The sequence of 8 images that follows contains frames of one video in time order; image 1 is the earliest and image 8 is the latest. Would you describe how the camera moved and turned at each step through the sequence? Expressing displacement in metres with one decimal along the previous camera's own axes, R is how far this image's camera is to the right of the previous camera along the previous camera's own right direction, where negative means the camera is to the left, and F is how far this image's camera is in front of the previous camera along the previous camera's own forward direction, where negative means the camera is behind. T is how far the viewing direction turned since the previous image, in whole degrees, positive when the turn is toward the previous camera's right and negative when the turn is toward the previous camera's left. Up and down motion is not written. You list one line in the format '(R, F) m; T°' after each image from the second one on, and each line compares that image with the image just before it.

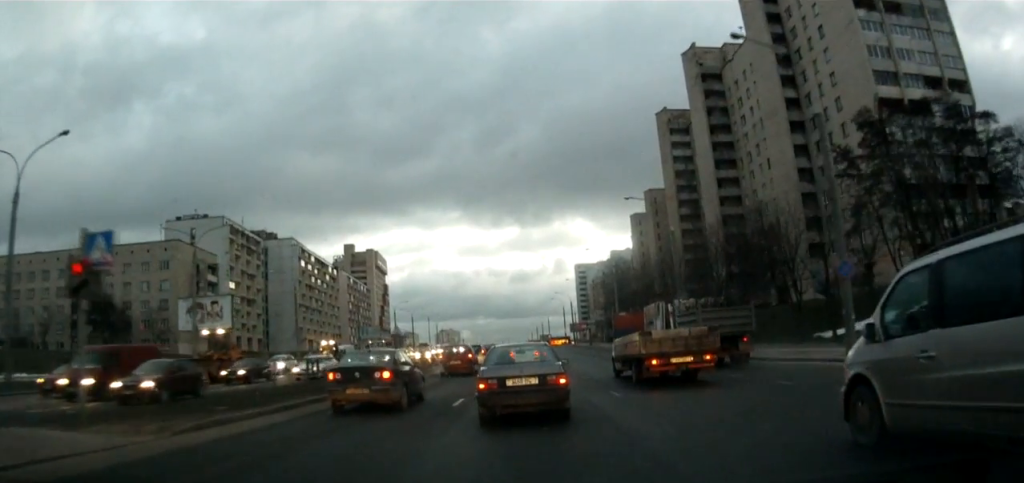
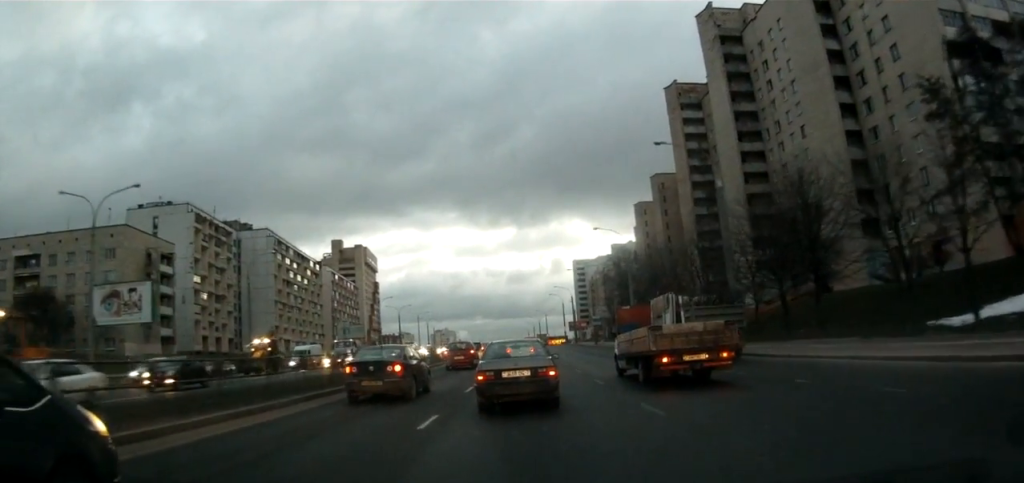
(-0.5, +12.4) m; -3°
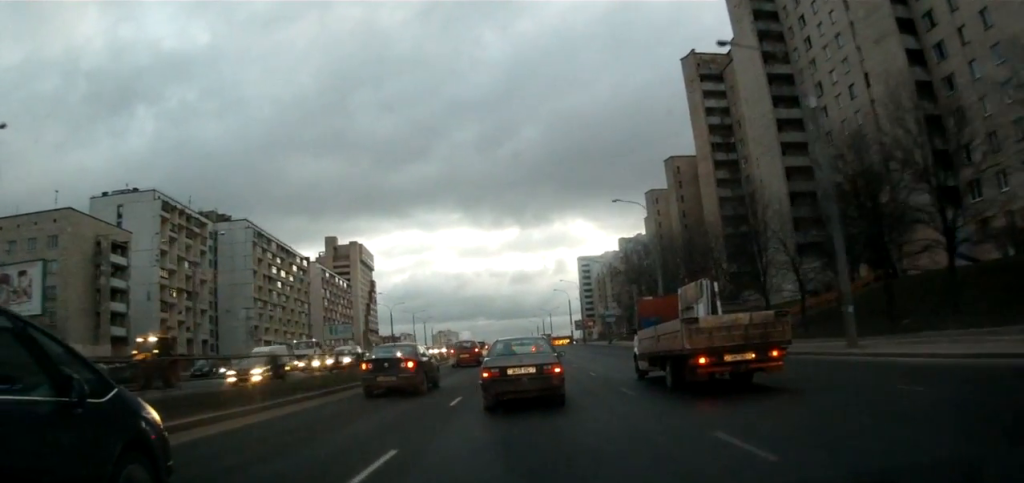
(+0.1, +11.6) m; +3°
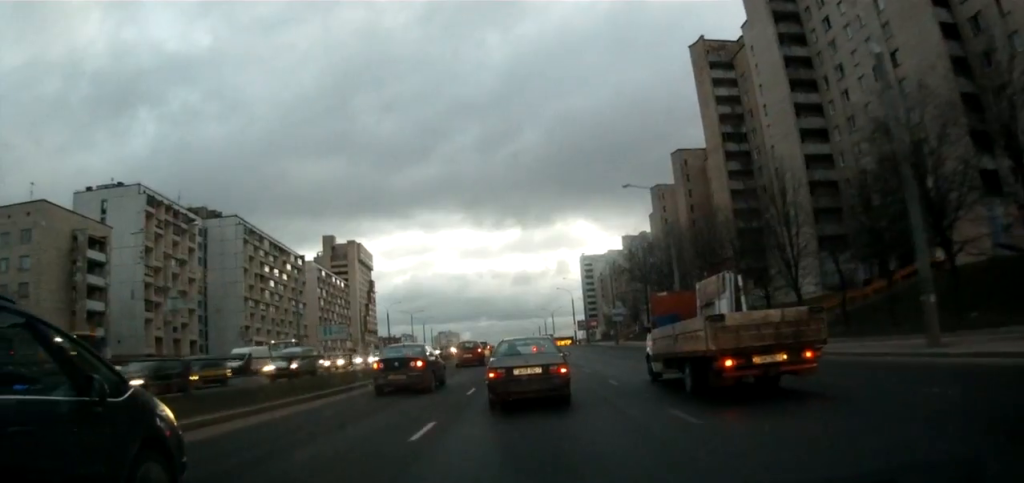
(+0.1, +4.8) m; 0°
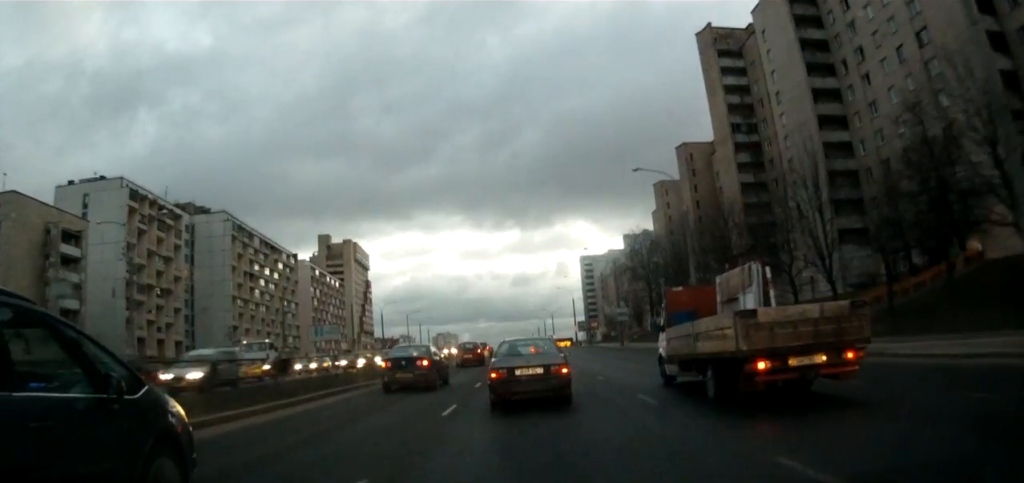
(0.0, +5.0) m; -1°
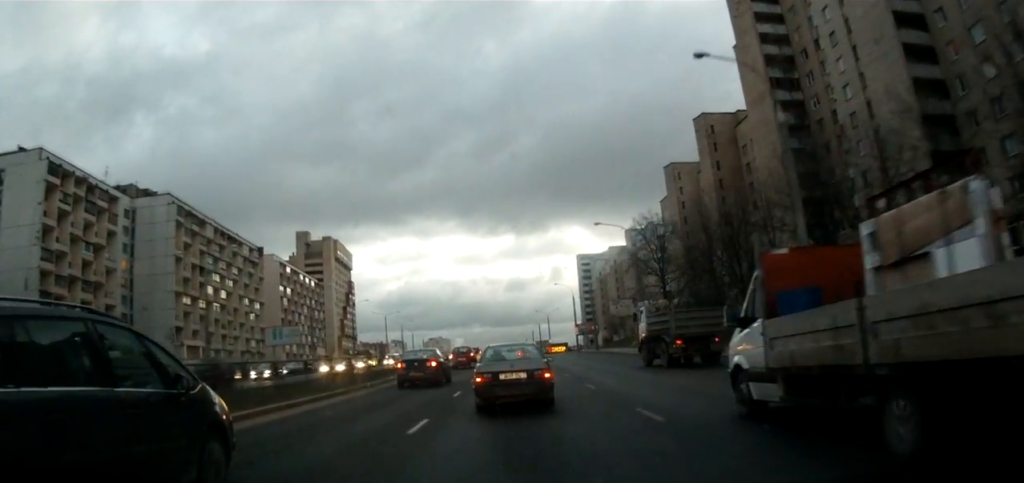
(-0.5, +17.8) m; -1°
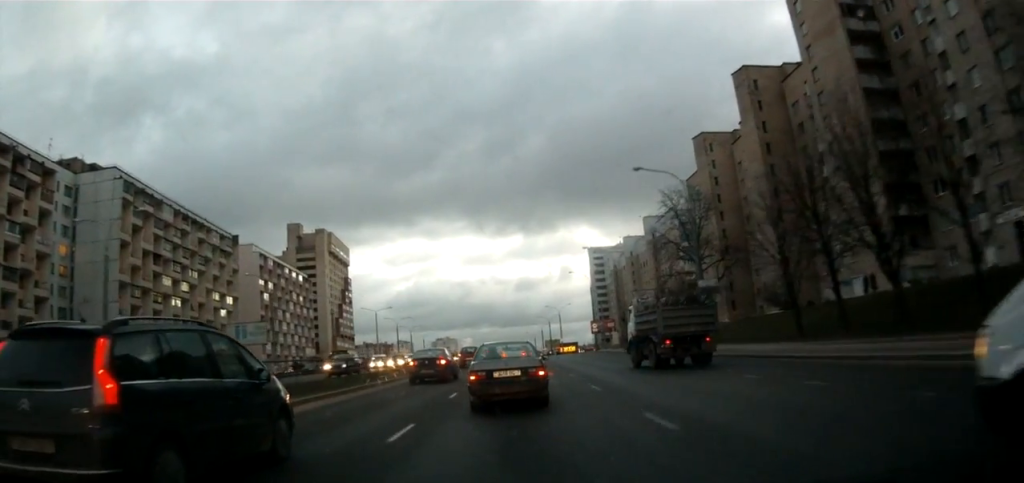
(0.0, +16.6) m; -1°
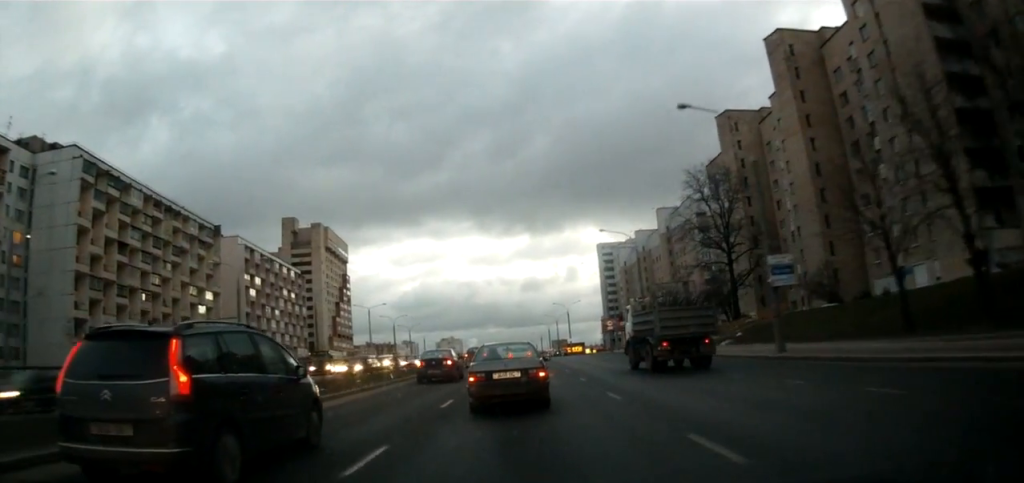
(-0.1, +10.1) m; -2°
